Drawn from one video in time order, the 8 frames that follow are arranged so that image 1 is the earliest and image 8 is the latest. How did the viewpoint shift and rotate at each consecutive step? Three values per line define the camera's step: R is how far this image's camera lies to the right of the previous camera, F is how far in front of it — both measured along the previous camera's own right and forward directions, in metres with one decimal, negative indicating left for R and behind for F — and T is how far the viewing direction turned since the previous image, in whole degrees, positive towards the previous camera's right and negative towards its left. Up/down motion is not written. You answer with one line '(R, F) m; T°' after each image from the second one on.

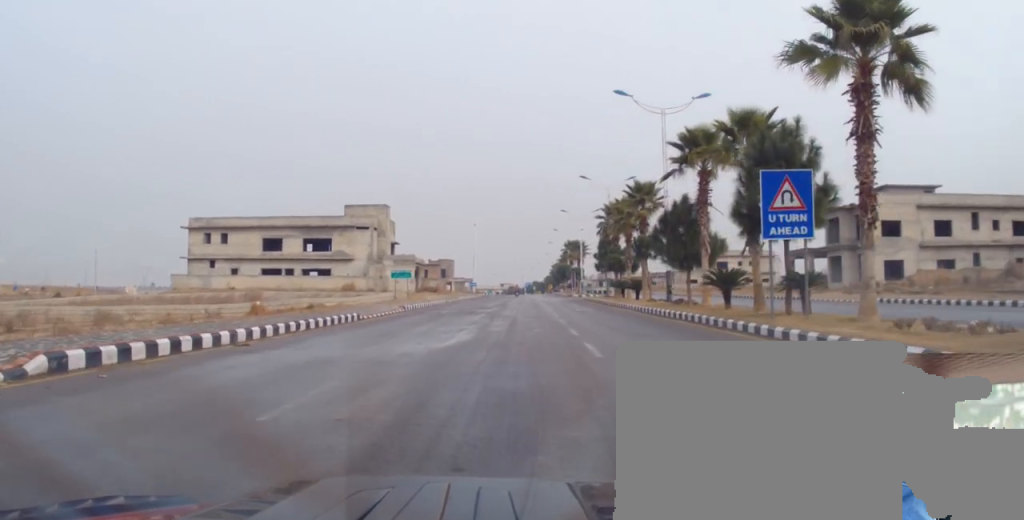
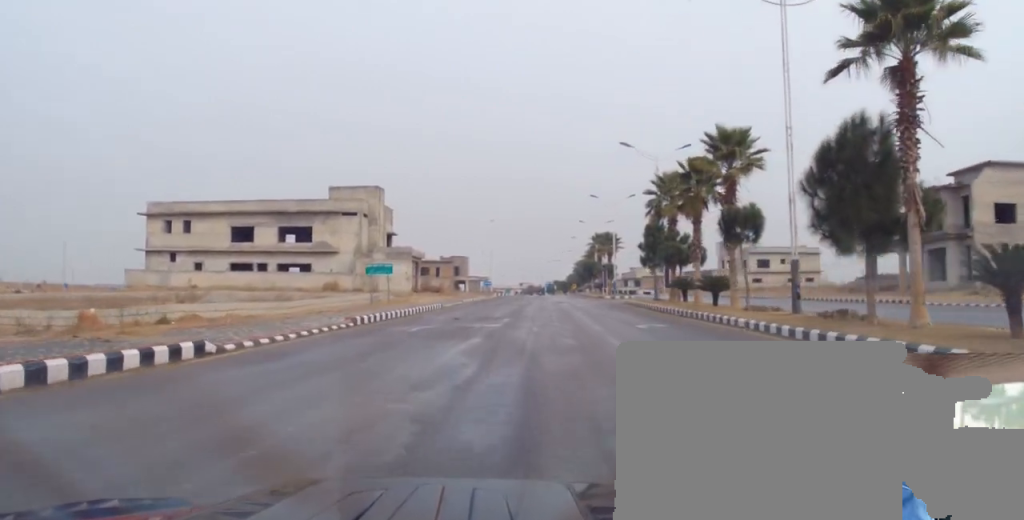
(-0.2, +15.3) m; -3°
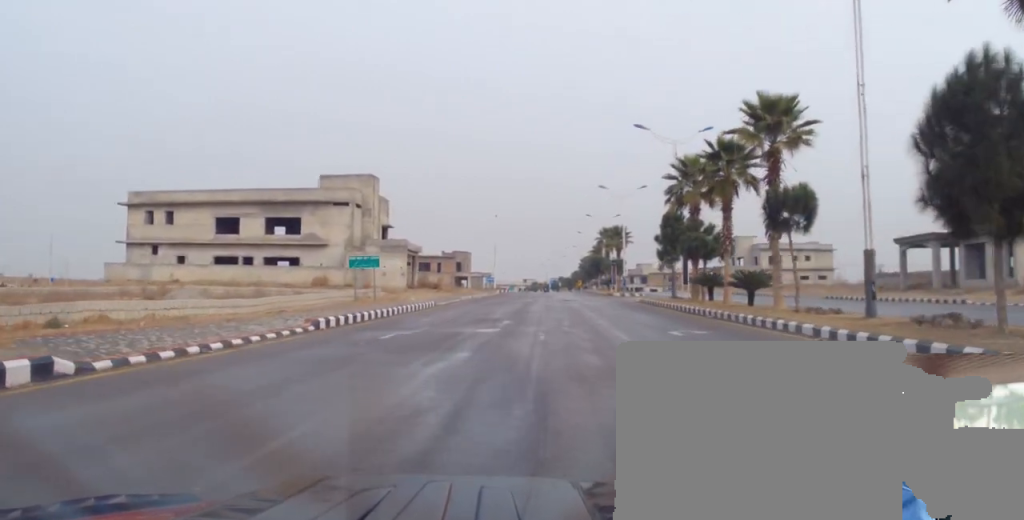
(-0.1, +4.7) m; +1°
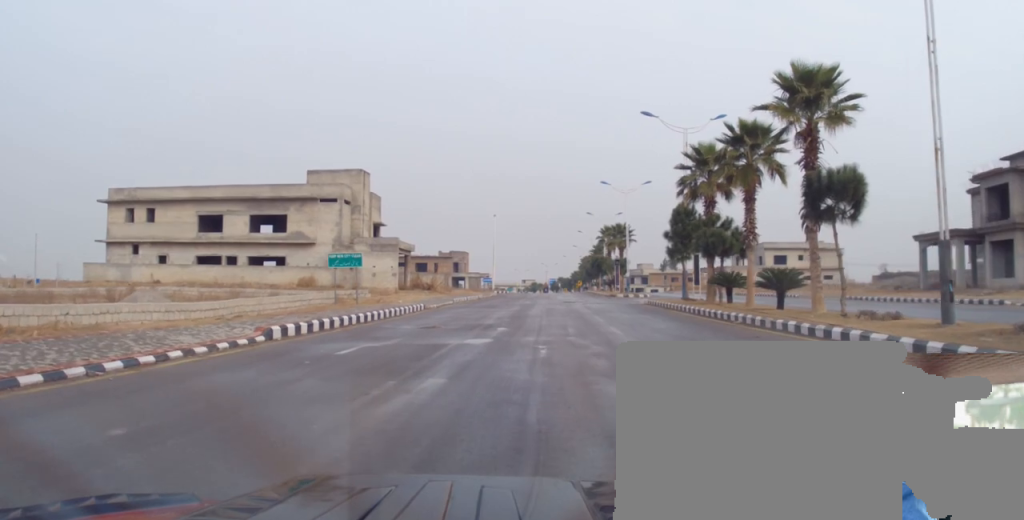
(-0.2, +3.3) m; +1°
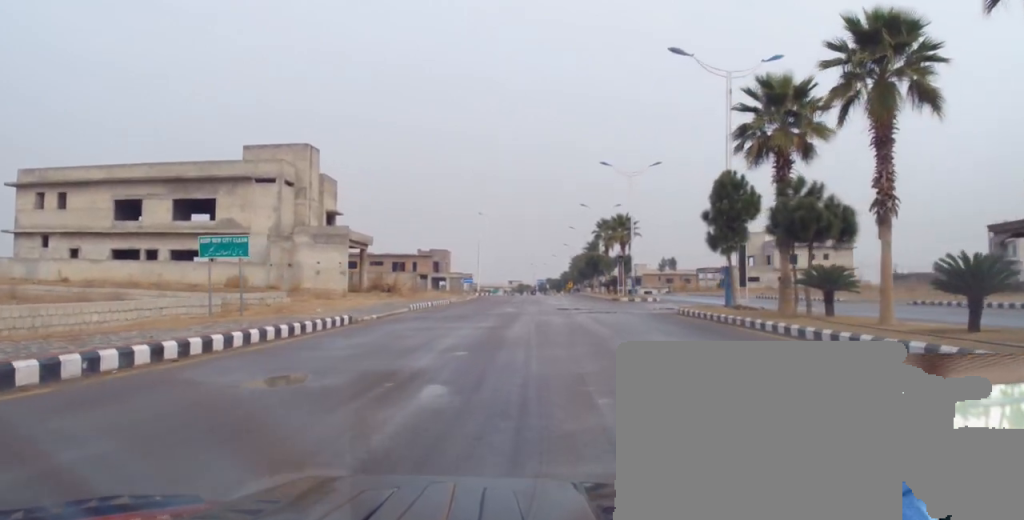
(+0.8, +12.1) m; +2°
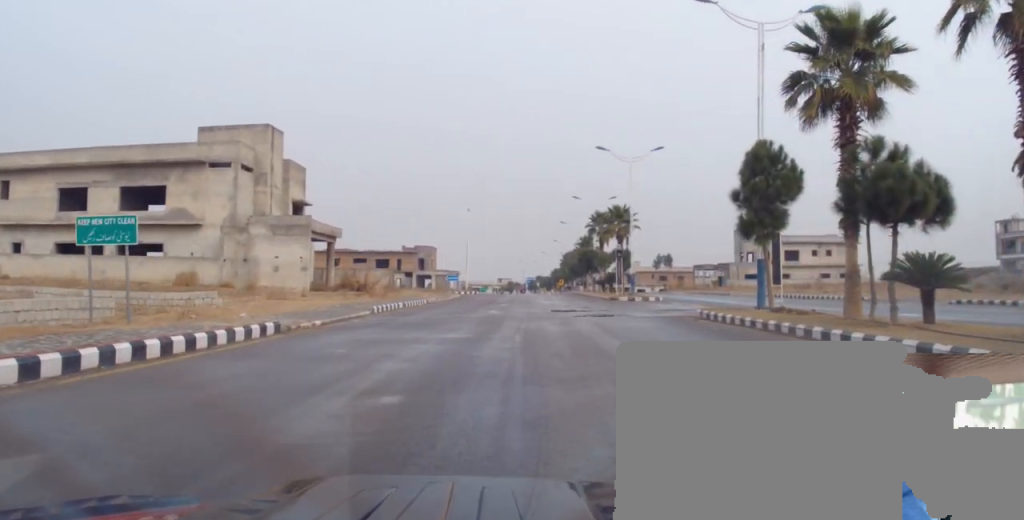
(-0.1, +5.9) m; -2°
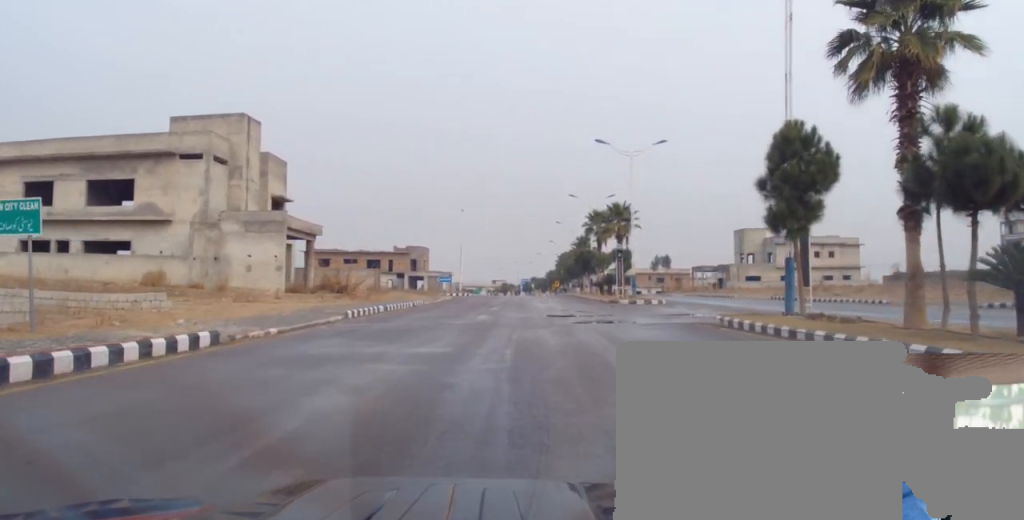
(-0.1, +3.2) m; 0°
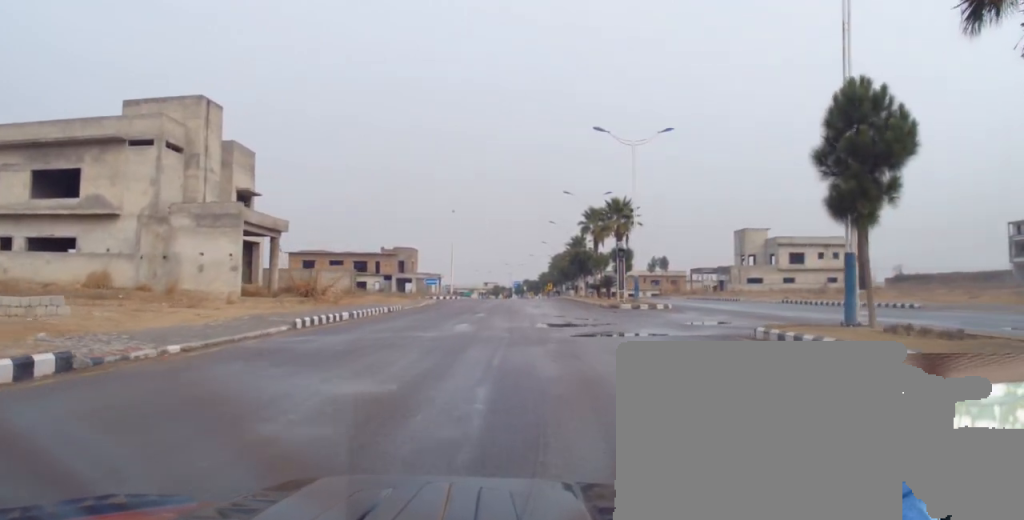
(0.0, +4.9) m; 0°
